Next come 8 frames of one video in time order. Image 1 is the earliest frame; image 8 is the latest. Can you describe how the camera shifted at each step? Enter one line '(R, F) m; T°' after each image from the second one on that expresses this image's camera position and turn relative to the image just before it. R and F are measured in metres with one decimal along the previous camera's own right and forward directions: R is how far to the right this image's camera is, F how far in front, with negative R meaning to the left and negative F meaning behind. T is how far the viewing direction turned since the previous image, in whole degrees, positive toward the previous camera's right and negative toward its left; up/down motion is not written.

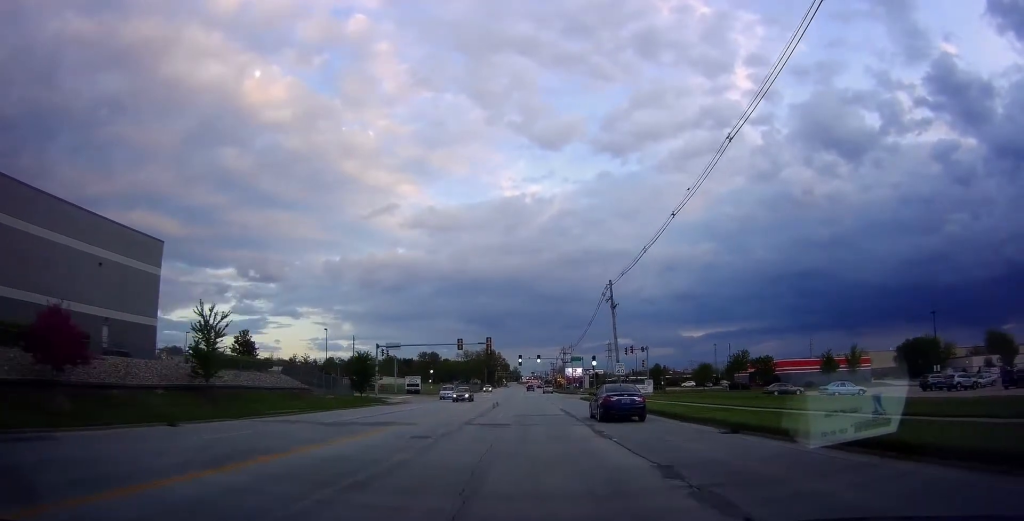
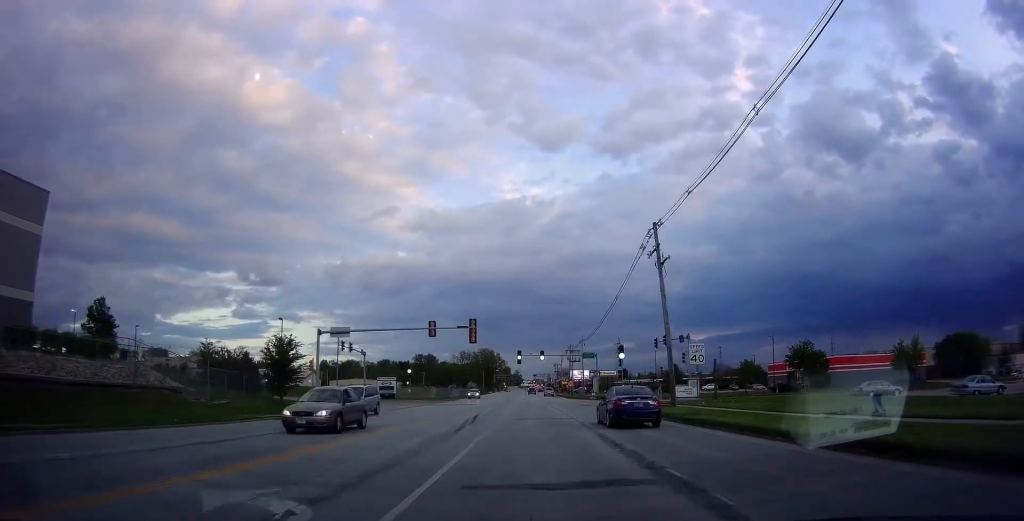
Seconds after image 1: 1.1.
(0.0, +21.3) m; 0°
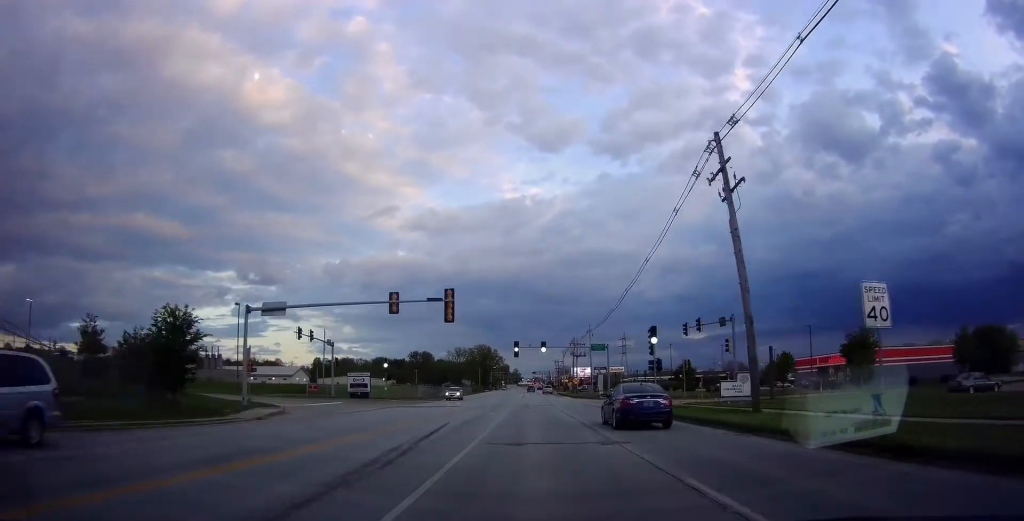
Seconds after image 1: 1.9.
(0.0, +14.4) m; 0°
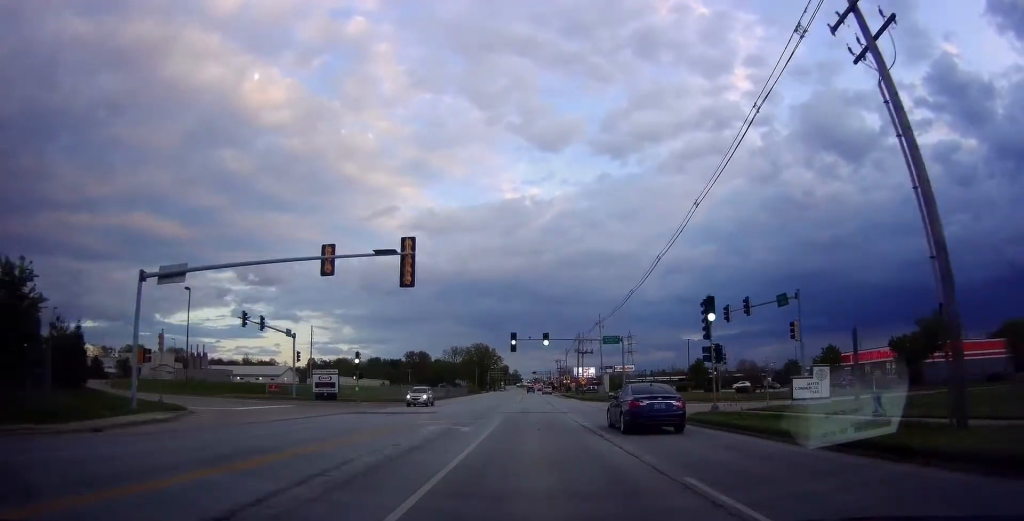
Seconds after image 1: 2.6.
(0.0, +12.3) m; 0°
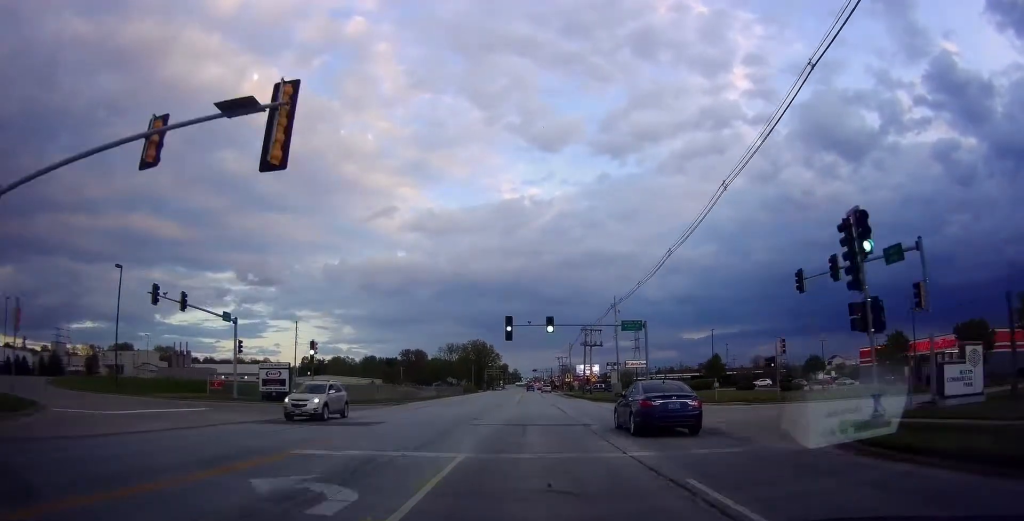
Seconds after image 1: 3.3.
(0.0, +12.9) m; 0°
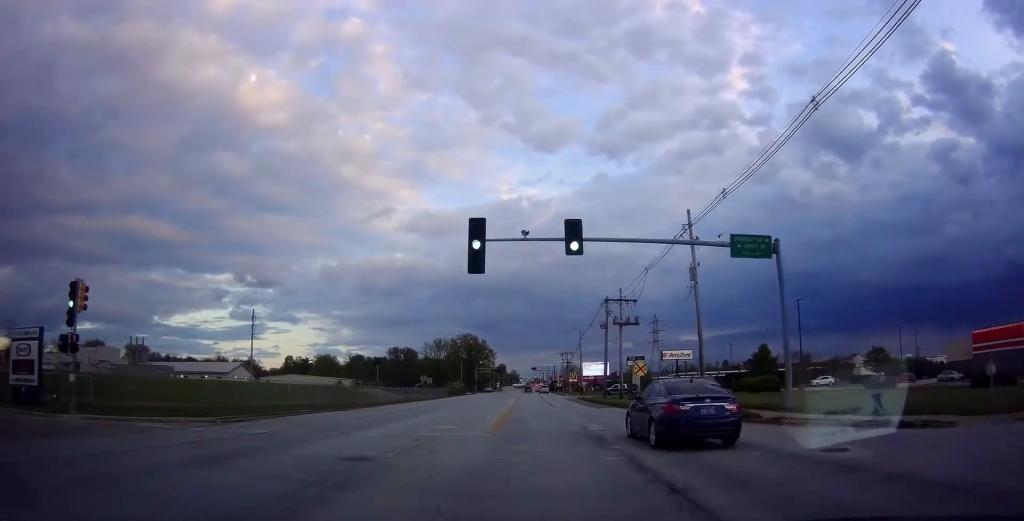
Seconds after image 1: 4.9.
(0.0, +29.3) m; -3°
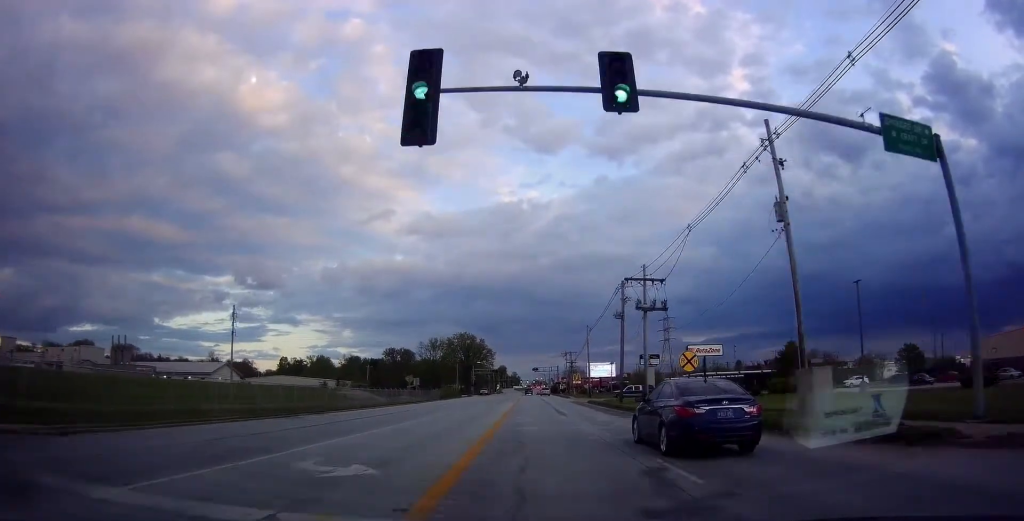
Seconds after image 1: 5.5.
(-0.5, +10.9) m; 0°
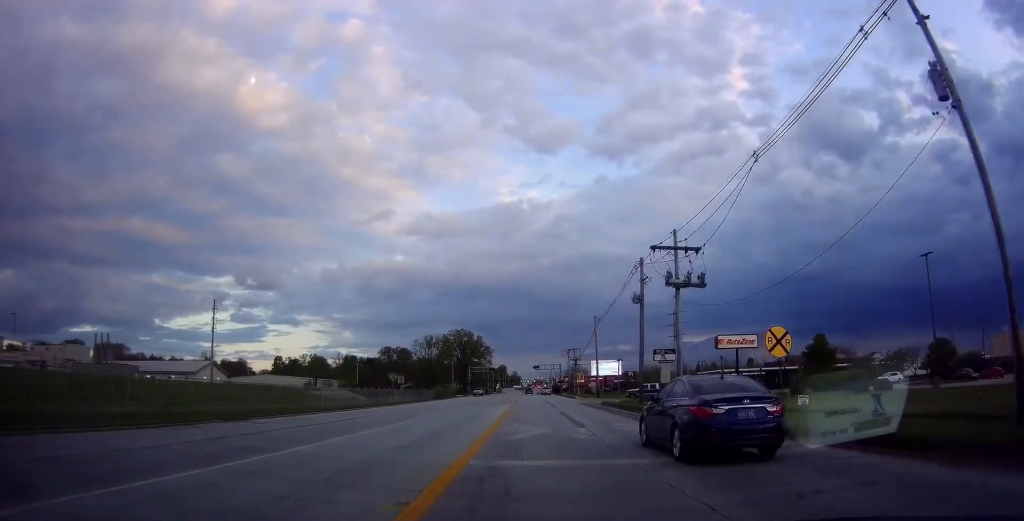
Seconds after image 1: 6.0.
(-0.2, +10.3) m; 0°
